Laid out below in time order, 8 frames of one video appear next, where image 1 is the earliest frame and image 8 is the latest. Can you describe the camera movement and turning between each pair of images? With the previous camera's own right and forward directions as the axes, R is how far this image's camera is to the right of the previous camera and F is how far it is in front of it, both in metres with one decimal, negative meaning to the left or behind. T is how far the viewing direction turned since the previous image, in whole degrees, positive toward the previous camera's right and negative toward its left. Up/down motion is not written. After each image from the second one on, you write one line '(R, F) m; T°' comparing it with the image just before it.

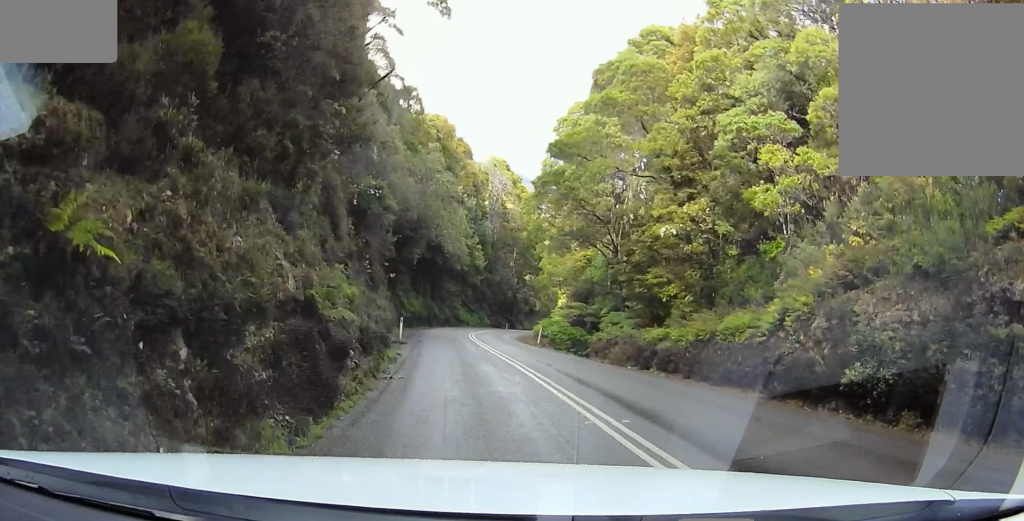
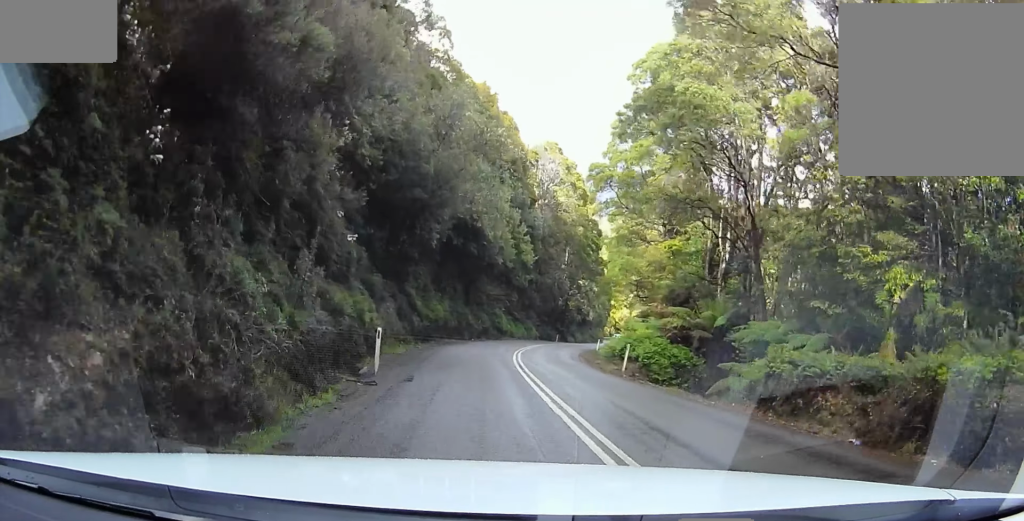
(-1.8, +12.1) m; -10°
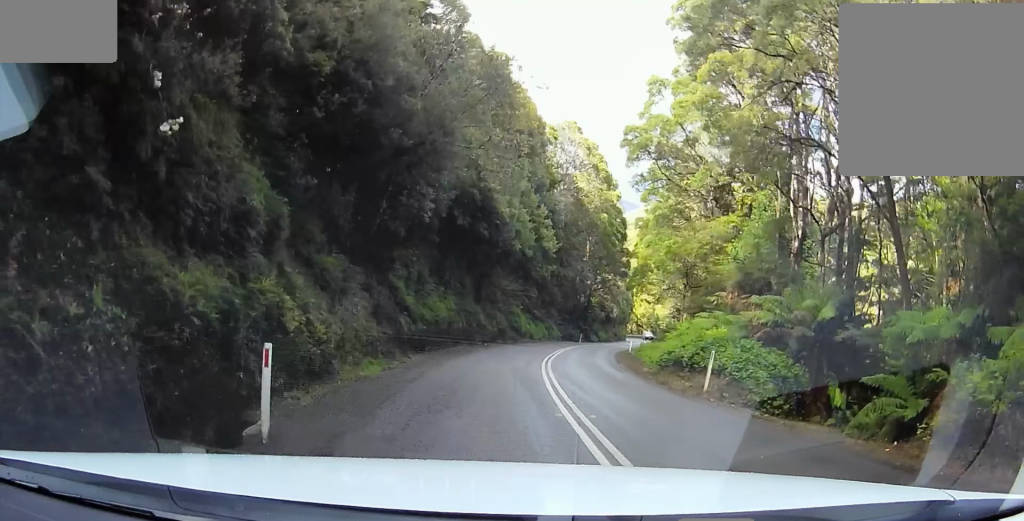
(-0.2, +7.5) m; +1°
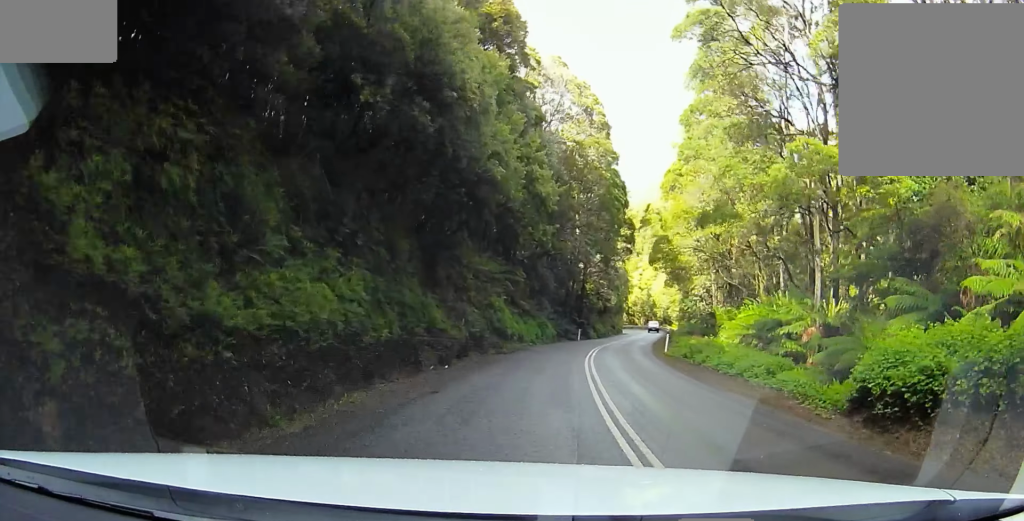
(+0.6, +16.9) m; +5°
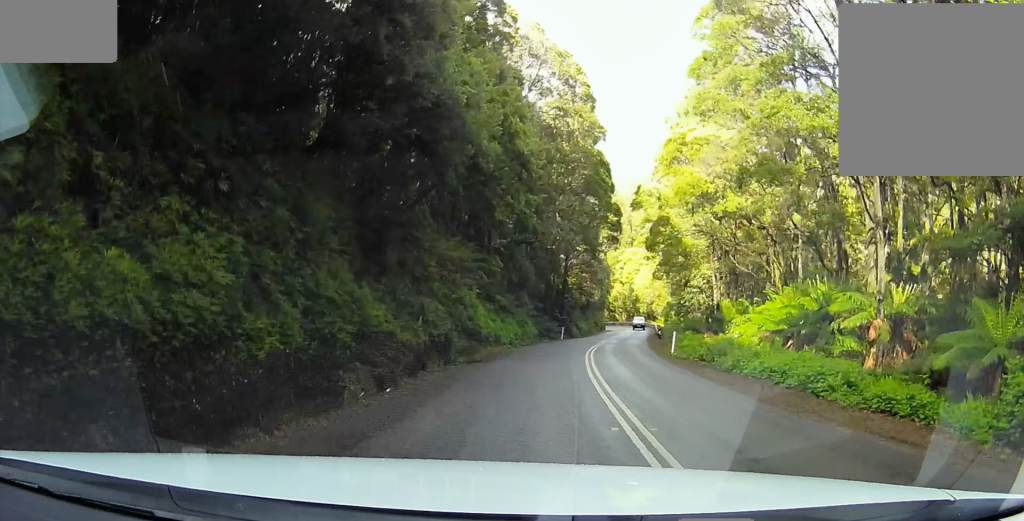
(+0.2, +6.3) m; +2°
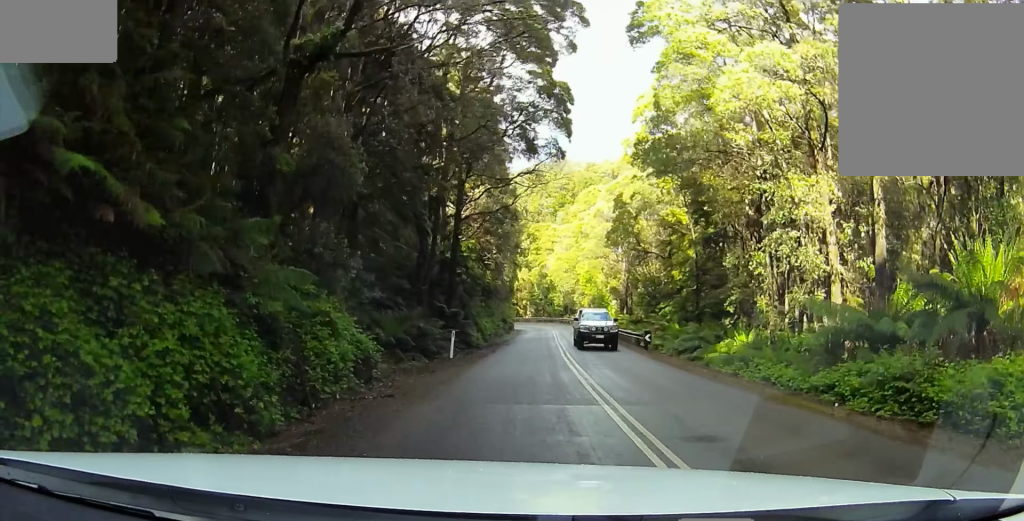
(+0.4, +31.3) m; +4°
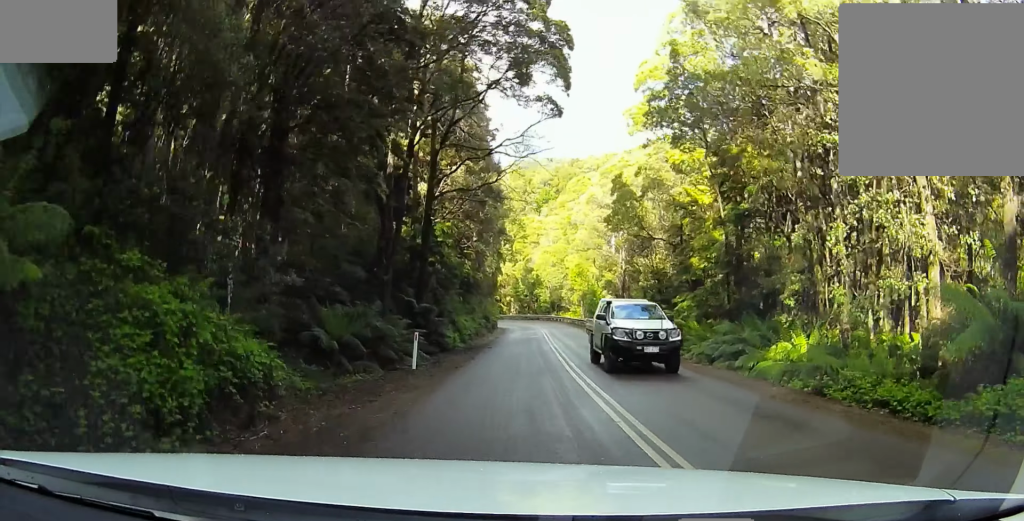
(+0.3, +6.0) m; +2°
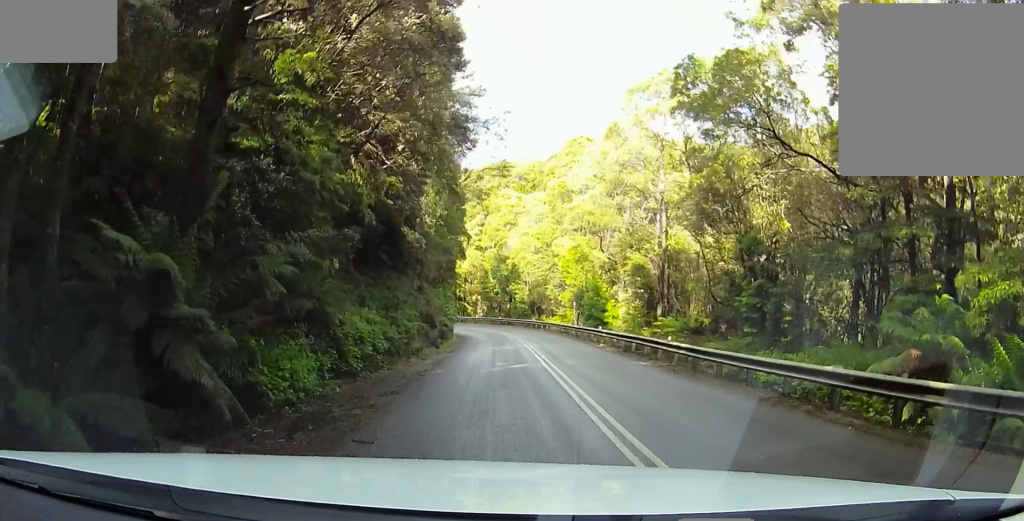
(+1.2, +18.9) m; +4°
